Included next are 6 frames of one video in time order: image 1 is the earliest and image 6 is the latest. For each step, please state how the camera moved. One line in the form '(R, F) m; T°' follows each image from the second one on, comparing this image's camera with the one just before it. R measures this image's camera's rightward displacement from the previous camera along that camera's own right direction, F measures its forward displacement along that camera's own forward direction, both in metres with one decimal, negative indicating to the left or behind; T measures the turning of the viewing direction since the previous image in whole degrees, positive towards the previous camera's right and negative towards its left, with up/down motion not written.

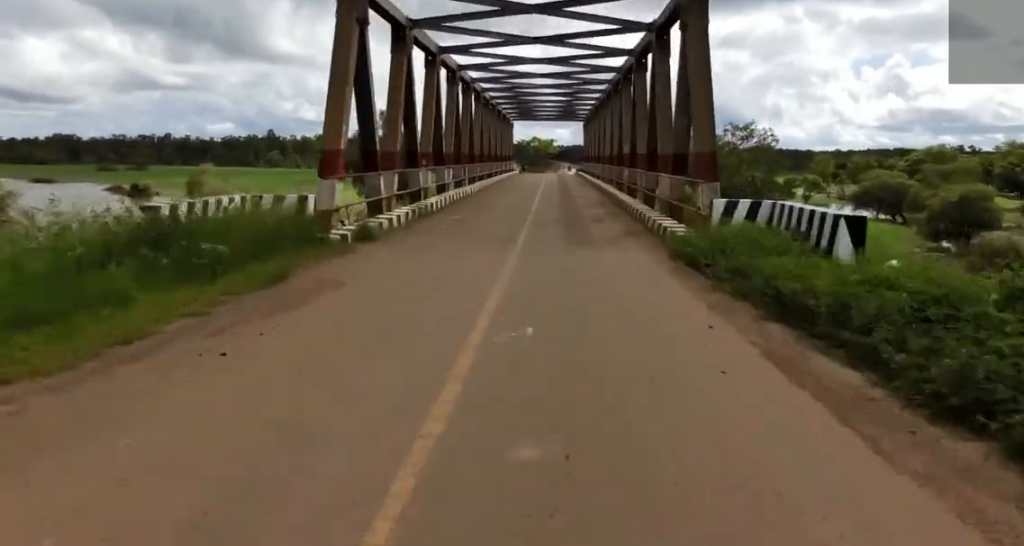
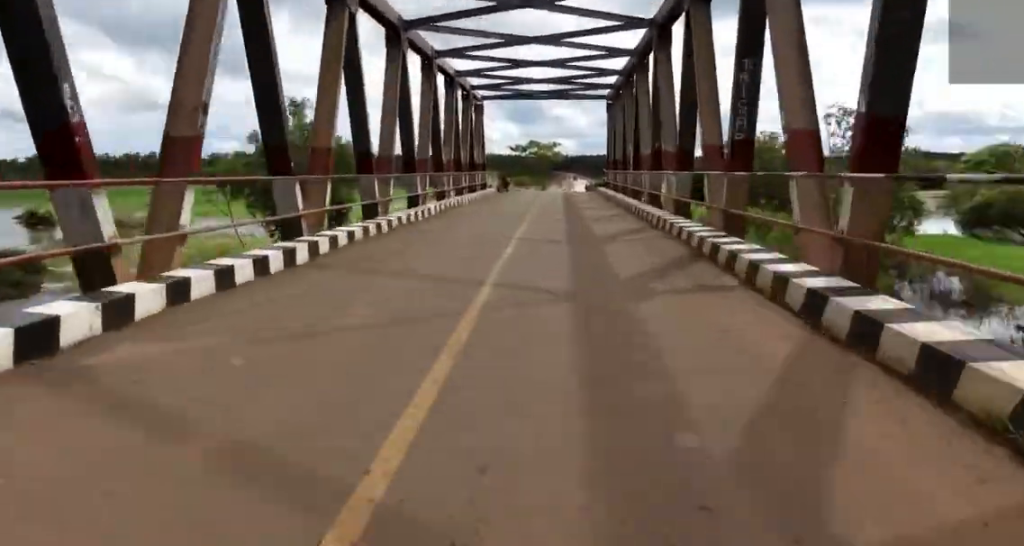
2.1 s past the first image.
(+2.0, +29.7) m; +5°
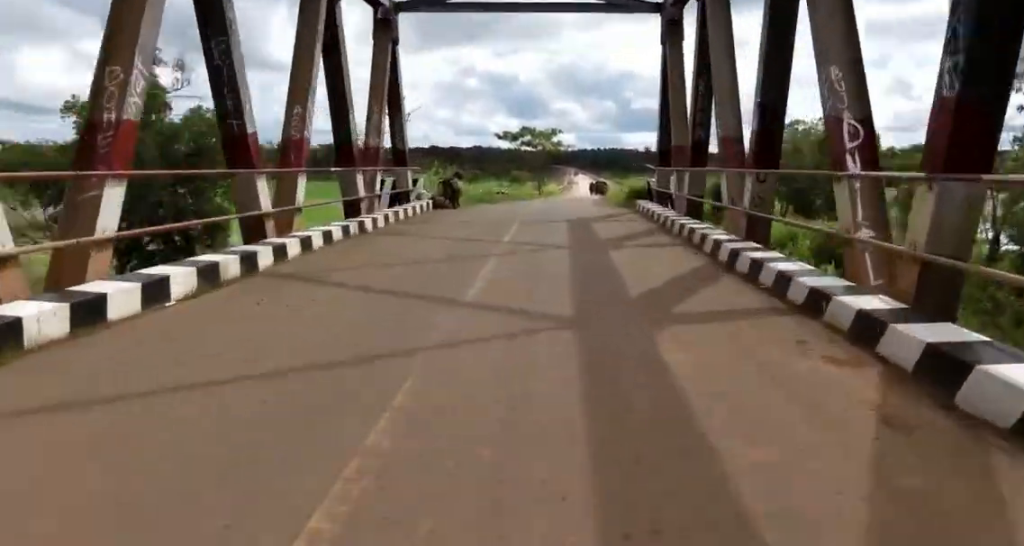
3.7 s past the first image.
(0.0, +20.9) m; -1°
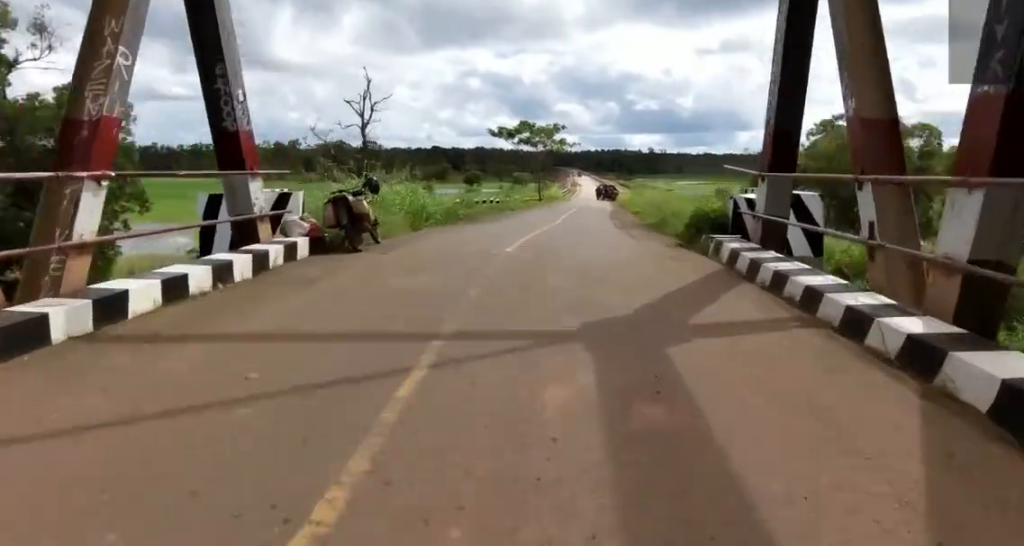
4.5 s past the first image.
(0.0, +9.7) m; -1°
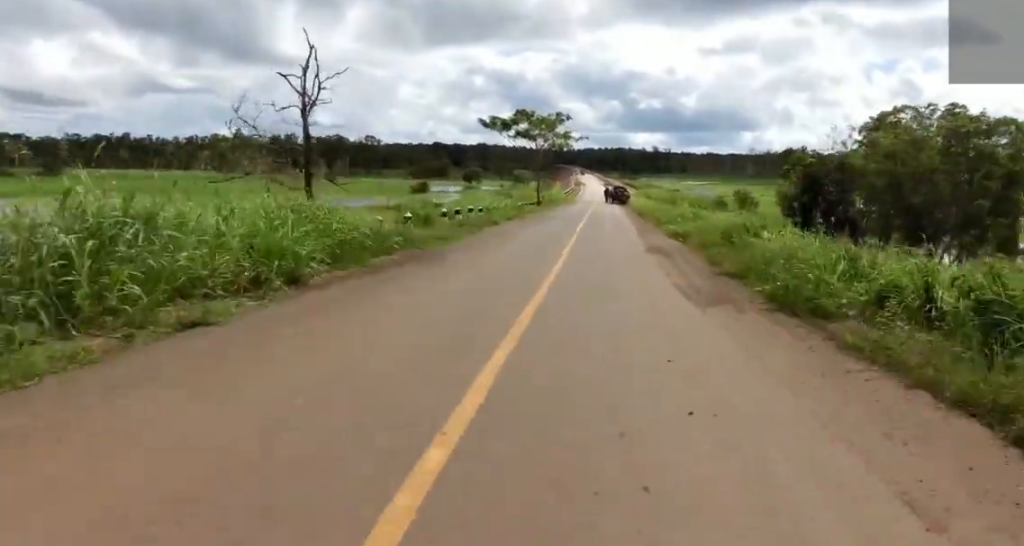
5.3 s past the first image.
(-0.1, +10.5) m; 0°
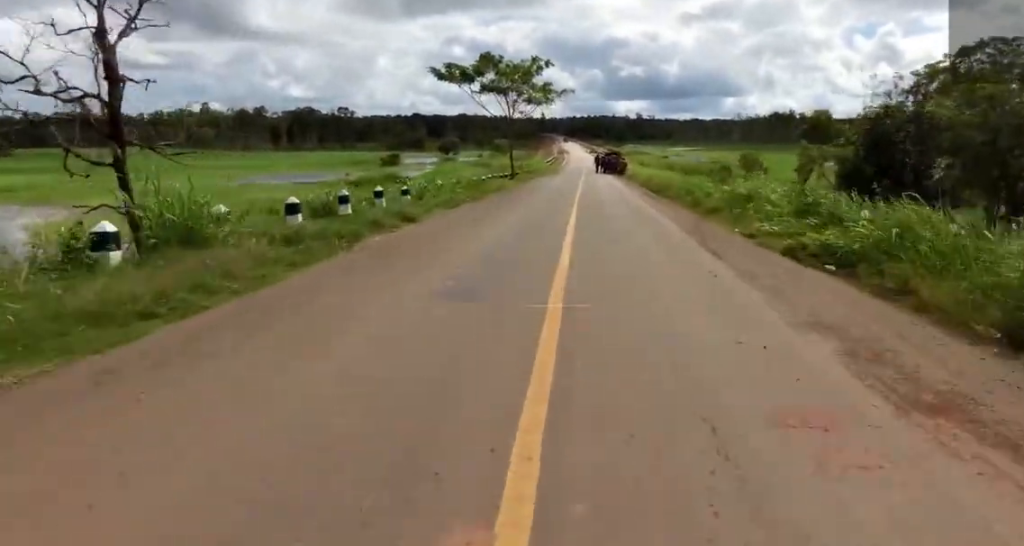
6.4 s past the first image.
(+0.2, +13.6) m; +2°
